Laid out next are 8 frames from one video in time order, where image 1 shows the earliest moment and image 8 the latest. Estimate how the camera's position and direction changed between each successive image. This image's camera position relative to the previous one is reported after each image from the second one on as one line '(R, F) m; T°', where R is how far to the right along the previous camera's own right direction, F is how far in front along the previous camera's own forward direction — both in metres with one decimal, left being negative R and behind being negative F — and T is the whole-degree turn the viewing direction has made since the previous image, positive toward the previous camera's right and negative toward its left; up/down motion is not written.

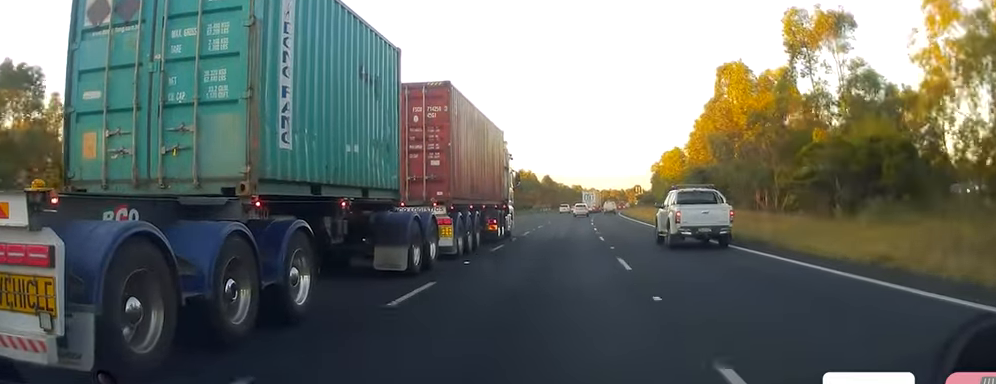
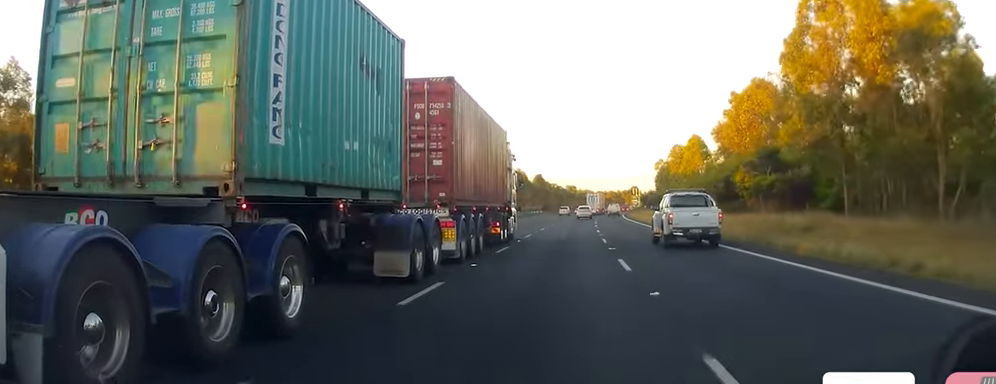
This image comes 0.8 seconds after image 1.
(-0.3, +24.0) m; 0°
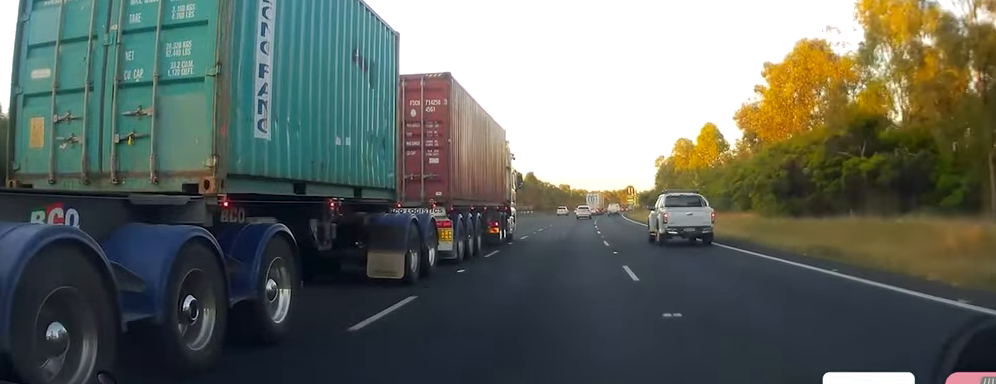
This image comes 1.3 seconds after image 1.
(+0.2, +14.4) m; +1°
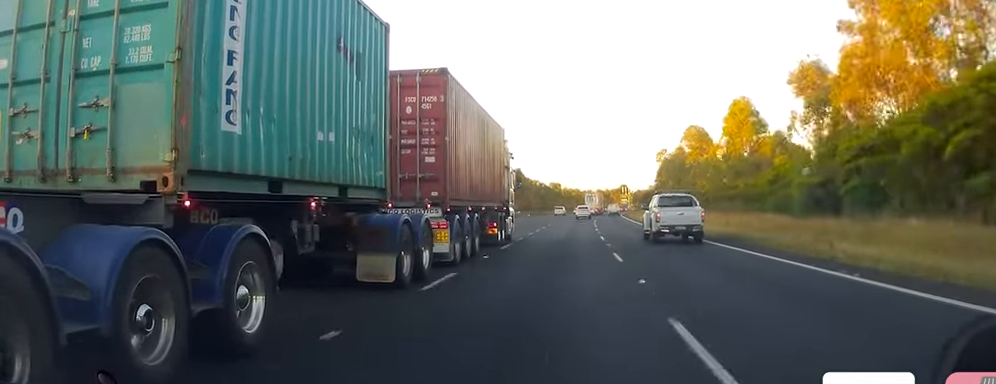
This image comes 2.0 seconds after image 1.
(+0.1, +20.2) m; +1°
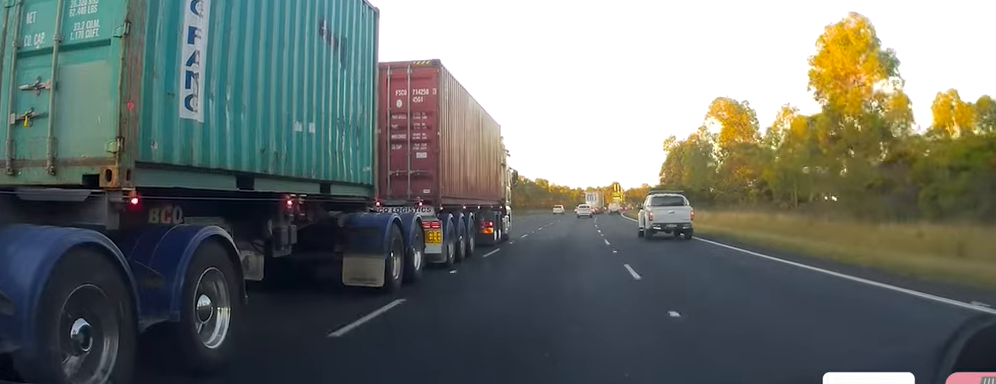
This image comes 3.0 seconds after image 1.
(+0.6, +28.8) m; +1°
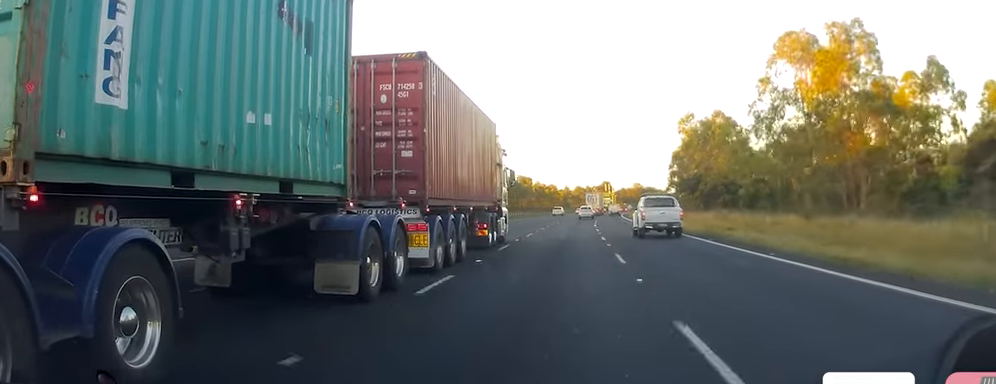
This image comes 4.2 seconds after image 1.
(0.0, +32.6) m; 0°
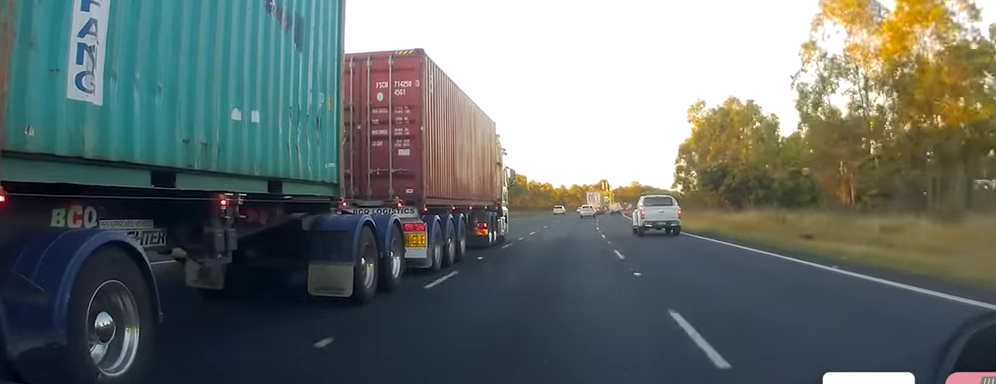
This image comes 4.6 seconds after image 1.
(0.0, +11.5) m; 0°
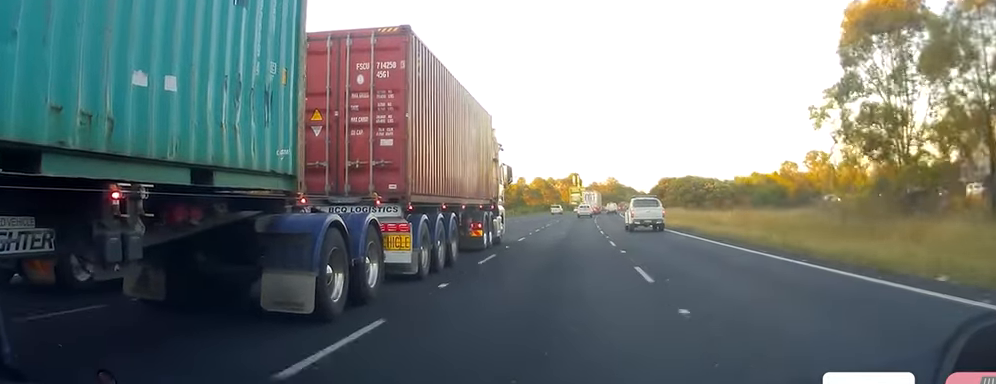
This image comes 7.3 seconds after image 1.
(+2.3, +77.5) m; +4°
